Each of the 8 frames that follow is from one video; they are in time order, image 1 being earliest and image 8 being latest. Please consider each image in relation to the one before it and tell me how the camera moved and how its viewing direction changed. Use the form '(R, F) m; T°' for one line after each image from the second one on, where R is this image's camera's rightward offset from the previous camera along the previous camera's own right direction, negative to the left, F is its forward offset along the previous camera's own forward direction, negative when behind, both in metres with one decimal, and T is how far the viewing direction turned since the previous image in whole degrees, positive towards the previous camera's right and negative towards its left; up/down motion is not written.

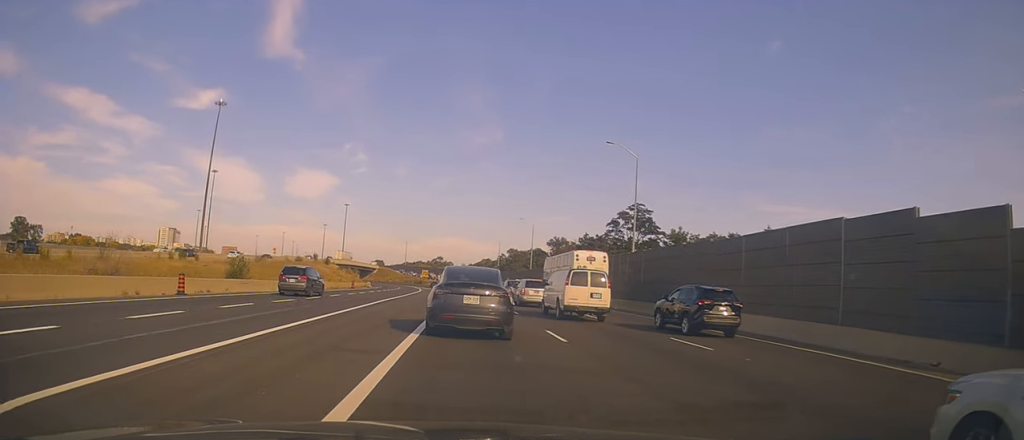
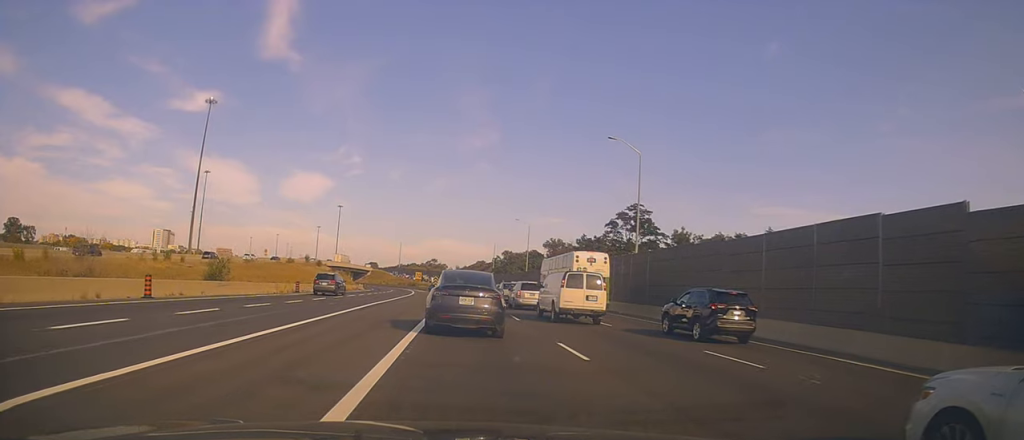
(0.0, +3.0) m; 0°
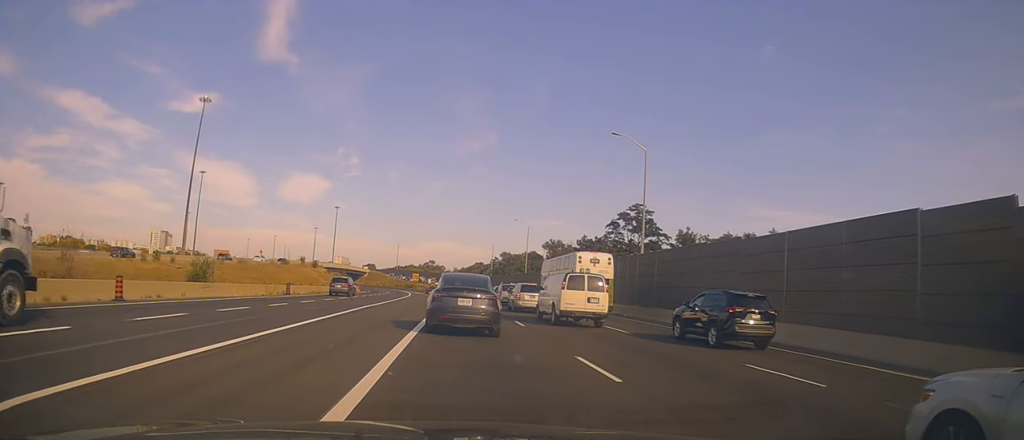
(0.0, +2.2) m; 0°
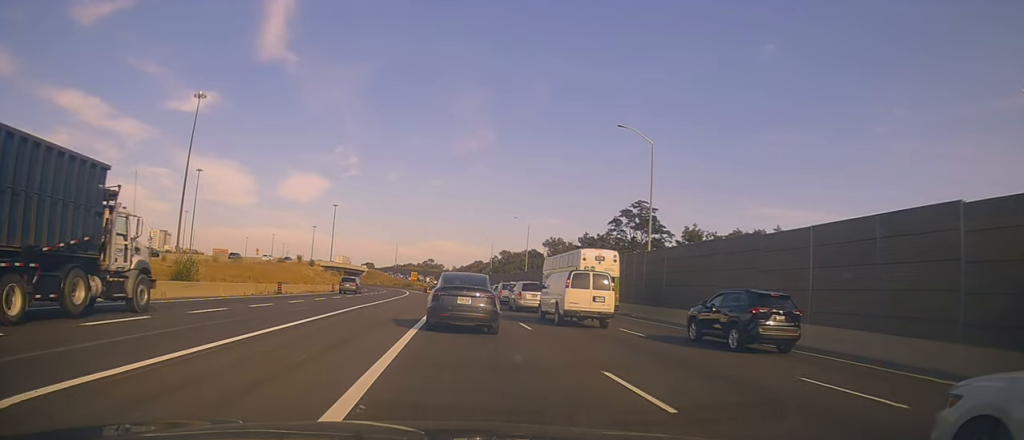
(0.0, +1.9) m; 0°
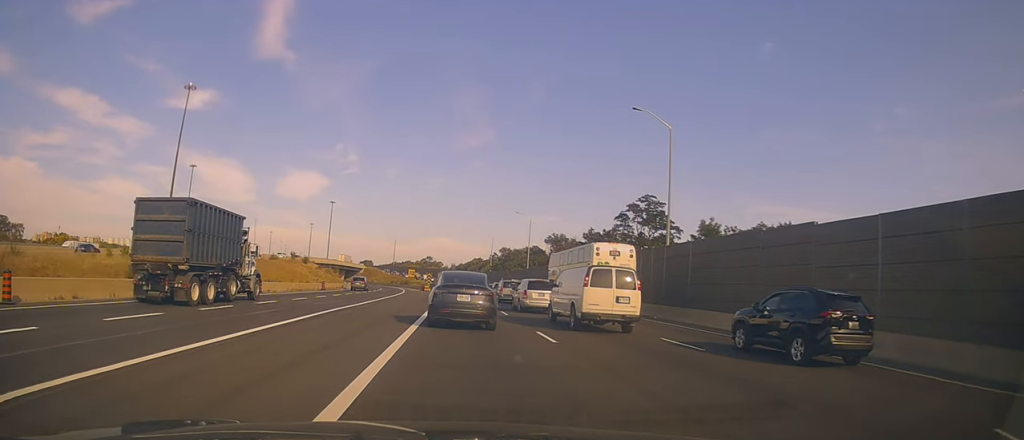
(0.0, +3.8) m; +1°
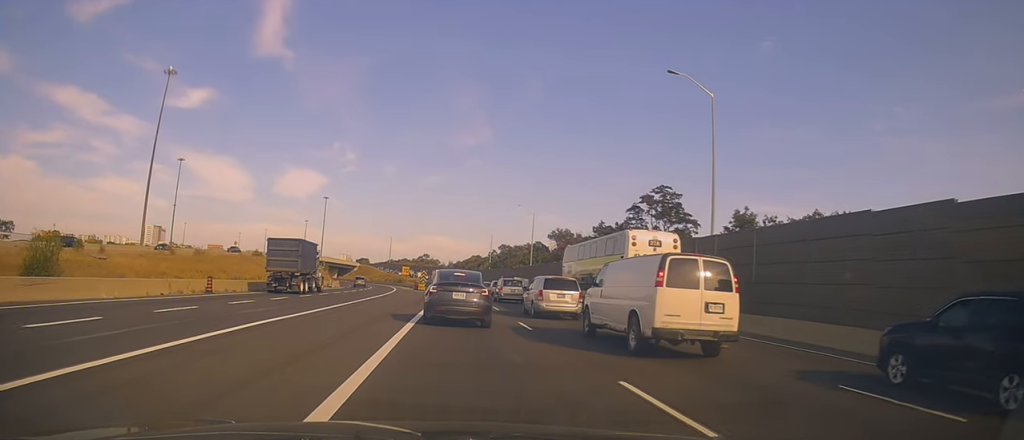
(+0.4, +7.6) m; +4°
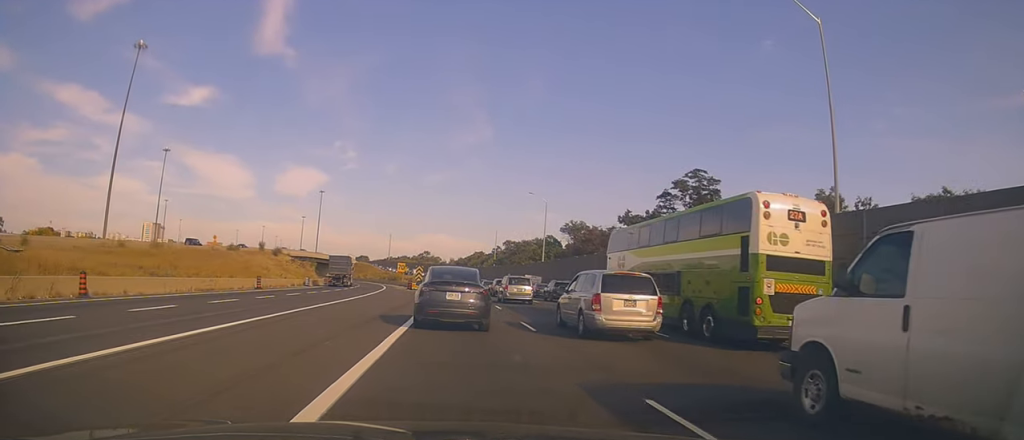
(-0.6, +13.5) m; -5°
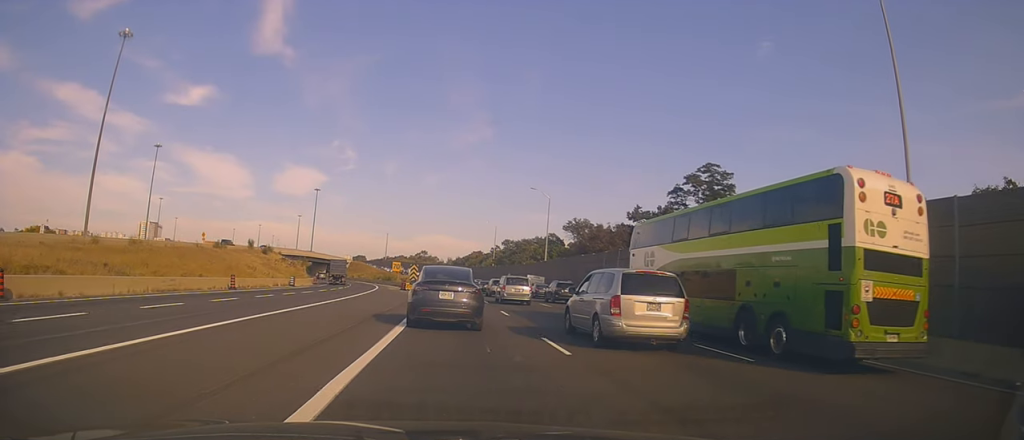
(0.0, +6.2) m; 0°
